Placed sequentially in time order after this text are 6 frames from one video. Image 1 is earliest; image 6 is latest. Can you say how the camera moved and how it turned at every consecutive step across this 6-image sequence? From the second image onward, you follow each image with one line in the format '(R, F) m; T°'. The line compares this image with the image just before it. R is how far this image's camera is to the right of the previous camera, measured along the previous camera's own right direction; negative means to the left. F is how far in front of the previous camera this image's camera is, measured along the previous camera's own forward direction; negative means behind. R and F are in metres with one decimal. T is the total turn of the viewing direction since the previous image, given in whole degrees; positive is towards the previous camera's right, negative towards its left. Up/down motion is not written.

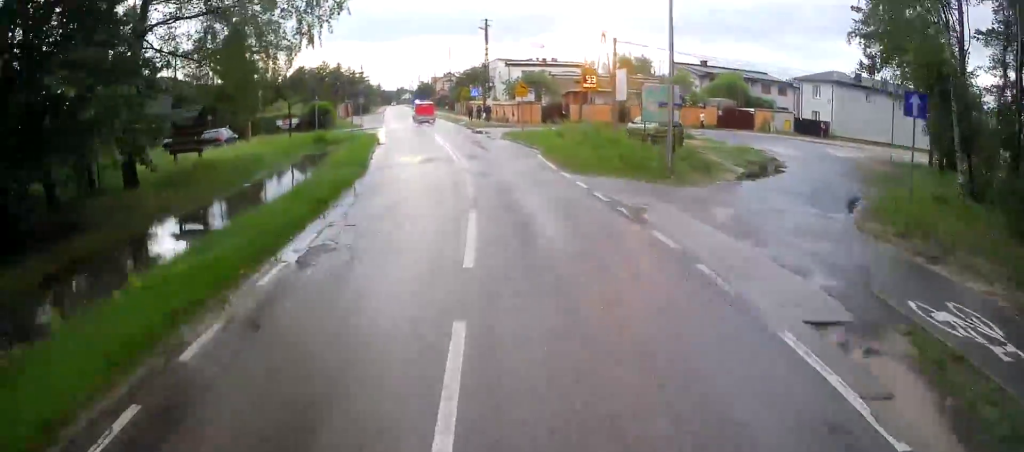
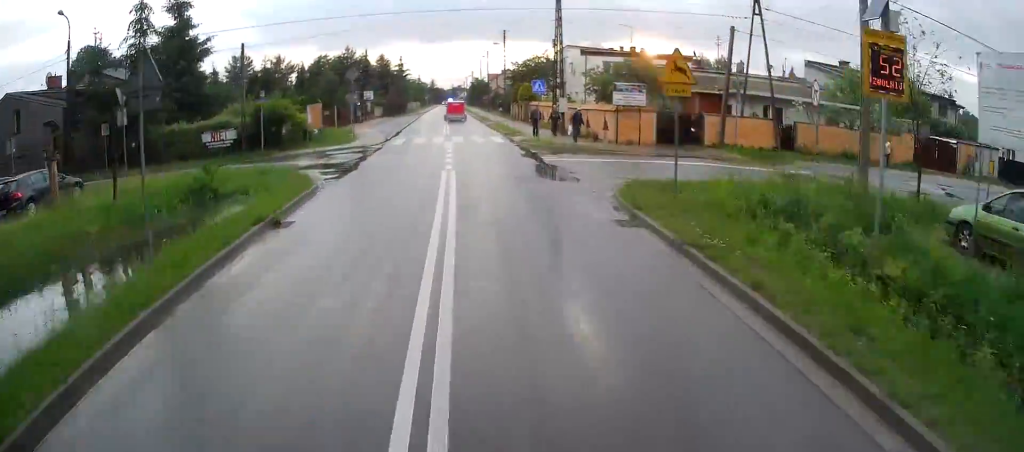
(-0.6, +21.2) m; -3°
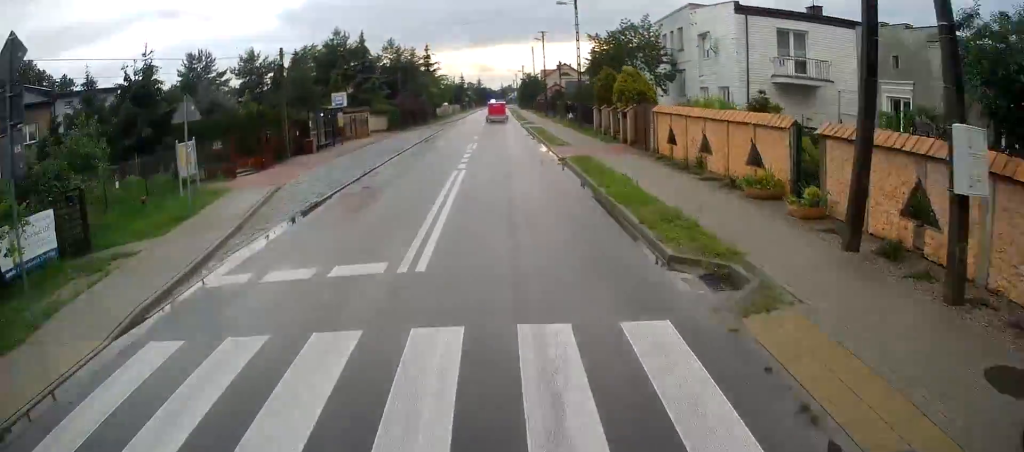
(-1.4, +26.9) m; -5°
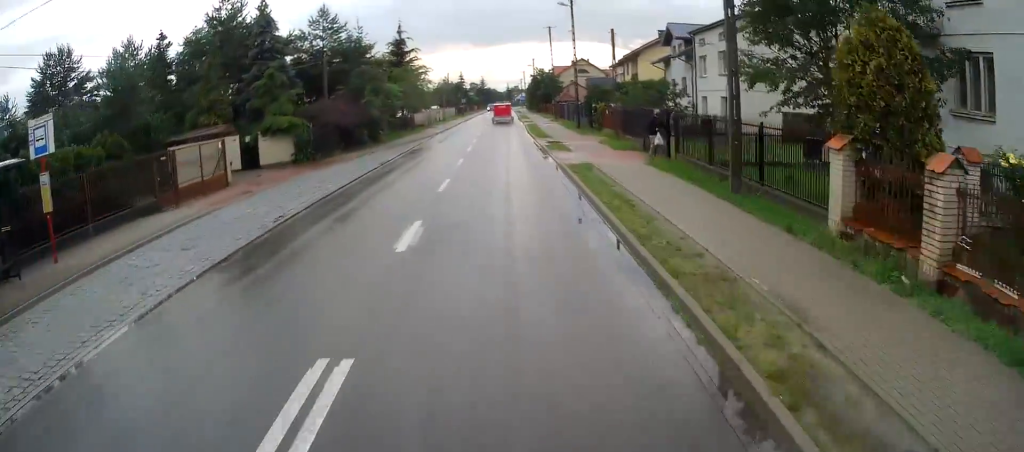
(-0.2, +24.6) m; -1°
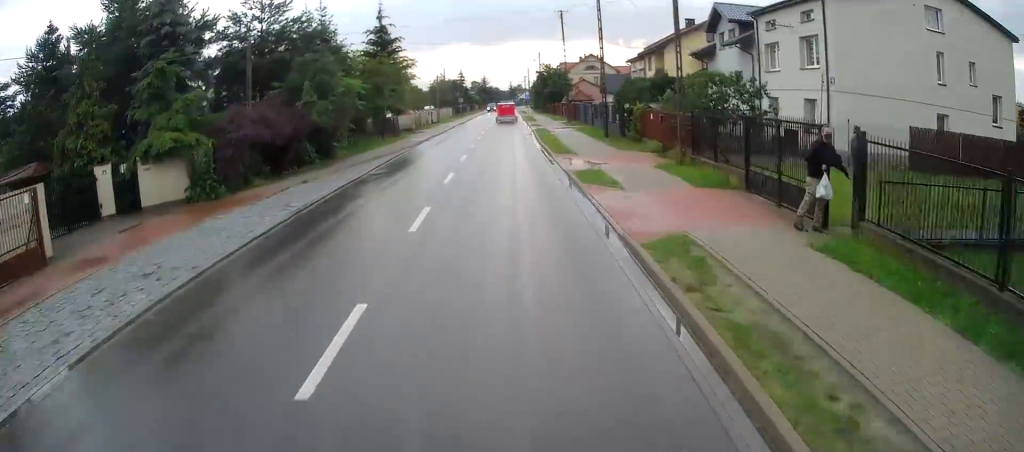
(-0.1, +10.2) m; -1°
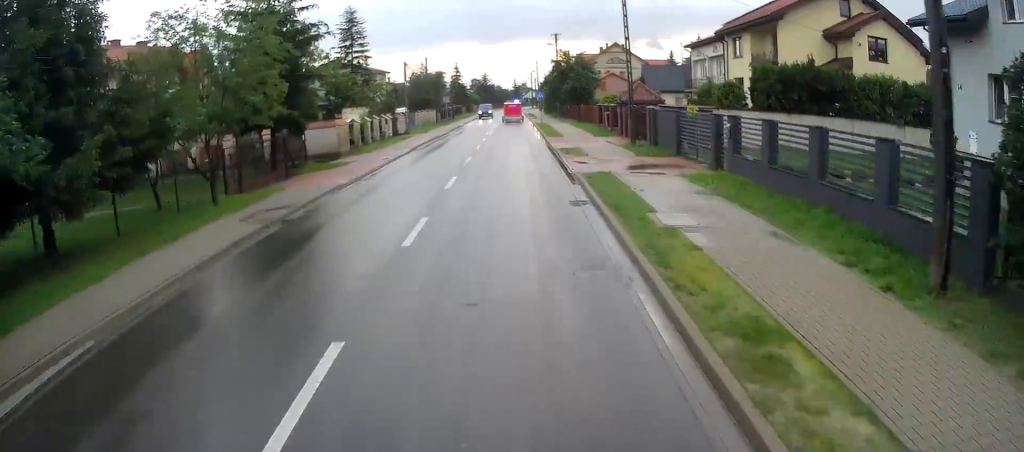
(+0.2, +23.9) m; +1°
